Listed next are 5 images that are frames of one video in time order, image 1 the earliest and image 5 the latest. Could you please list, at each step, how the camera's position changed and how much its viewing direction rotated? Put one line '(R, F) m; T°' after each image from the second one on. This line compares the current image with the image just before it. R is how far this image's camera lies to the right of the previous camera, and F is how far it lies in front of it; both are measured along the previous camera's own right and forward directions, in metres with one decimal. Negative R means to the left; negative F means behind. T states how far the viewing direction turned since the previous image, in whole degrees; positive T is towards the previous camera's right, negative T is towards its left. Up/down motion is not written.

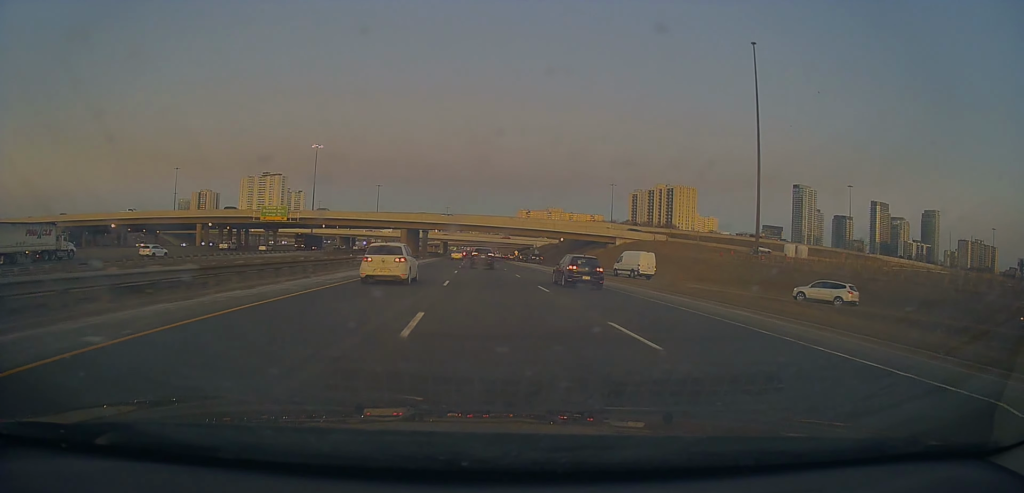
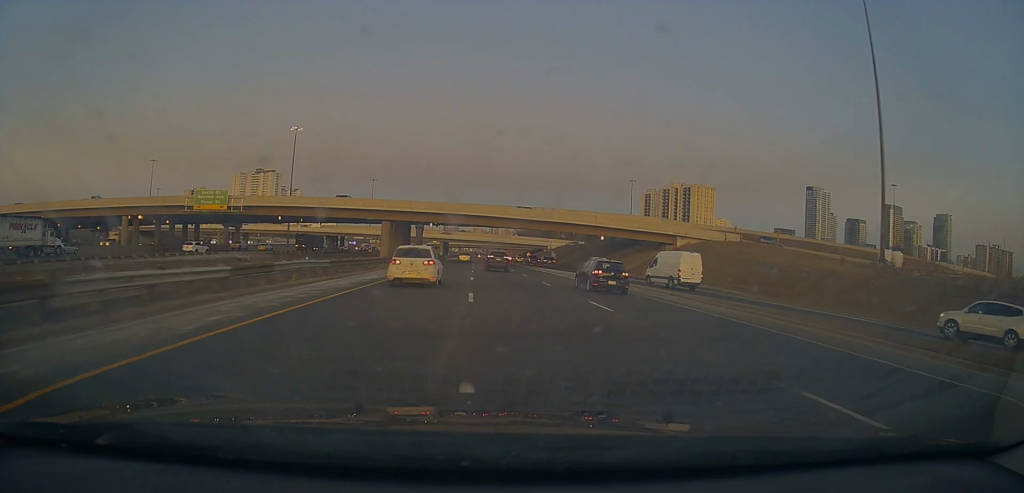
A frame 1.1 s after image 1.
(-0.8, +30.7) m; -2°
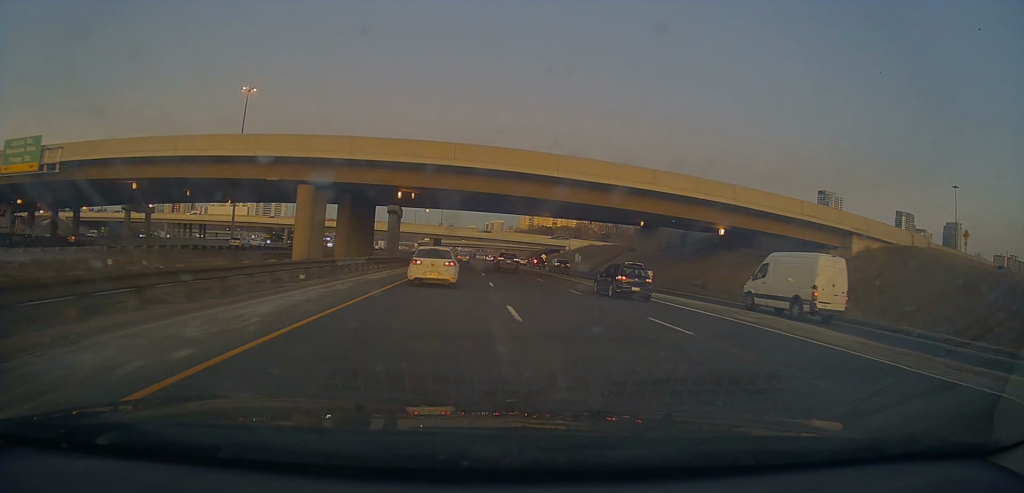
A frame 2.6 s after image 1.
(-0.2, +39.8) m; +1°
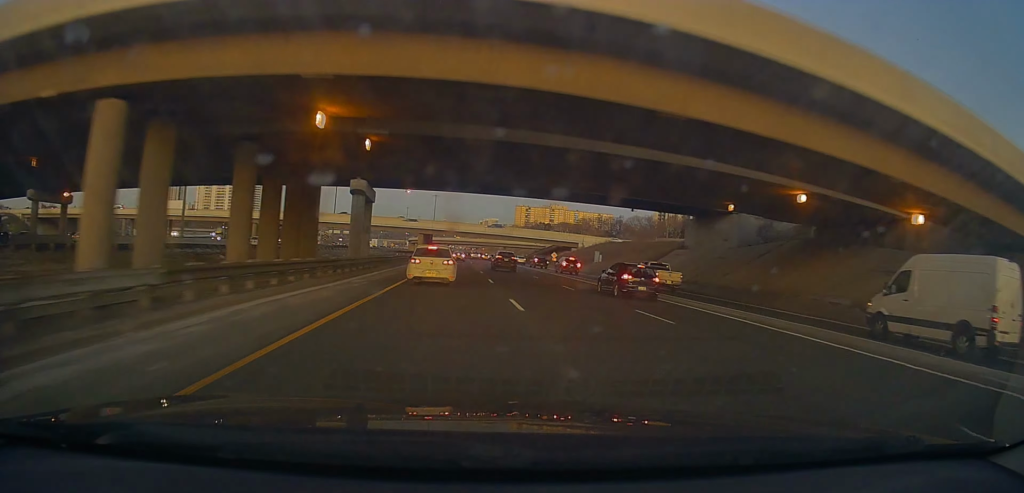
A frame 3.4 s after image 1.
(+0.2, +22.6) m; +1°
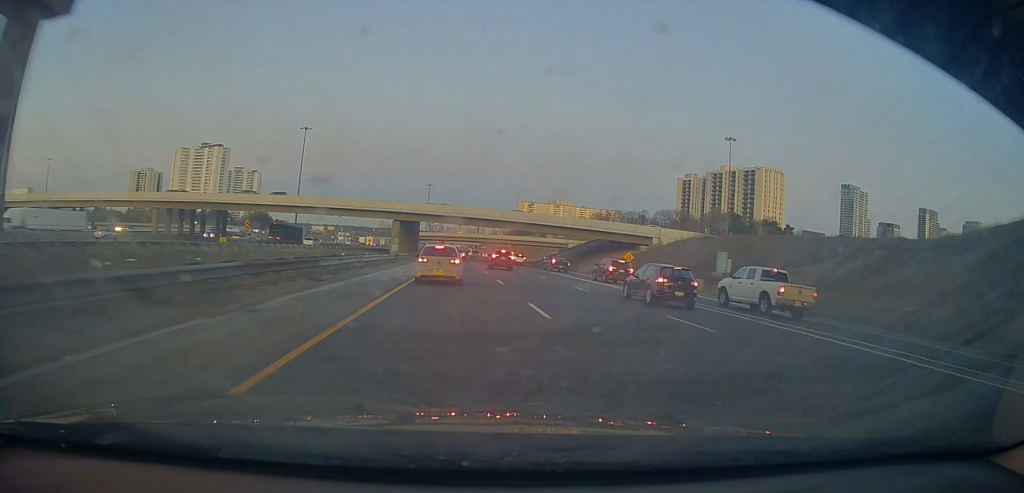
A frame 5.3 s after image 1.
(+0.9, +50.6) m; +1°
